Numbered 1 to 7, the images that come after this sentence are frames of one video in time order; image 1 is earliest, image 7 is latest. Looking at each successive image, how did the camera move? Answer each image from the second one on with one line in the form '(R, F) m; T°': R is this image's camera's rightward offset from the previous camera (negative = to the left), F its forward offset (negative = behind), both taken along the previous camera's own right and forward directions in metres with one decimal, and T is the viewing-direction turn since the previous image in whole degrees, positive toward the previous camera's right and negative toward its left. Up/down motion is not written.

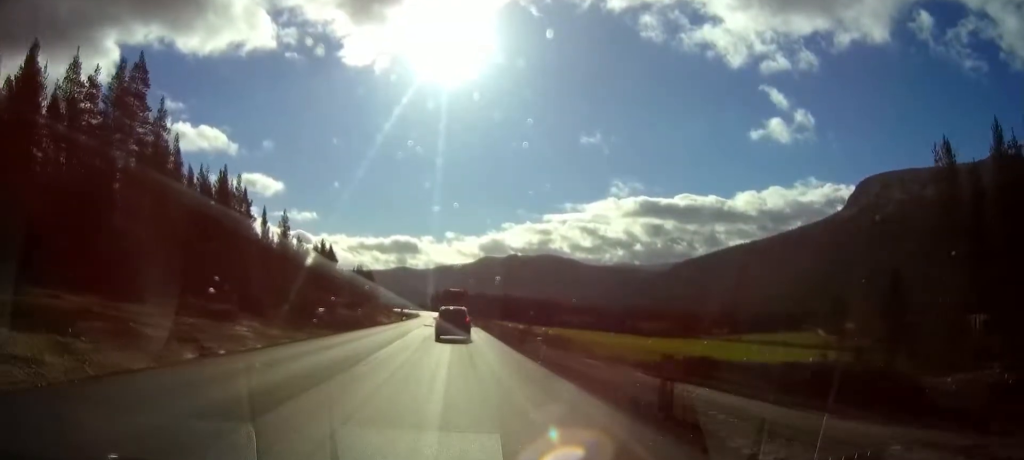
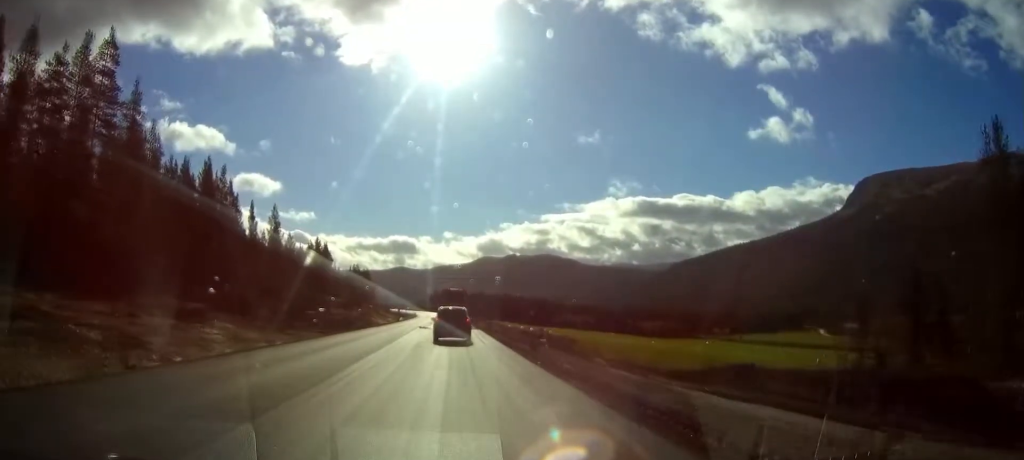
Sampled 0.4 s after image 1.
(0.0, +5.5) m; 0°
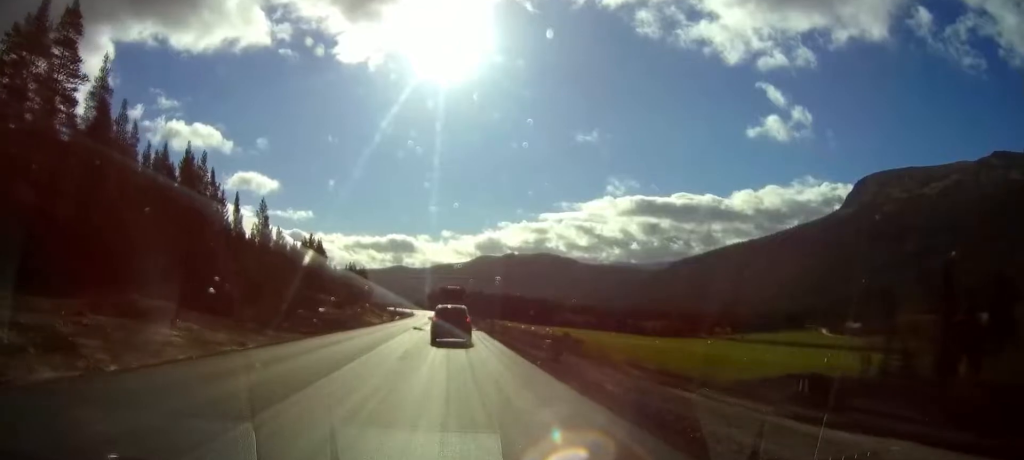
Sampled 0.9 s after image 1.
(0.0, +6.0) m; 0°
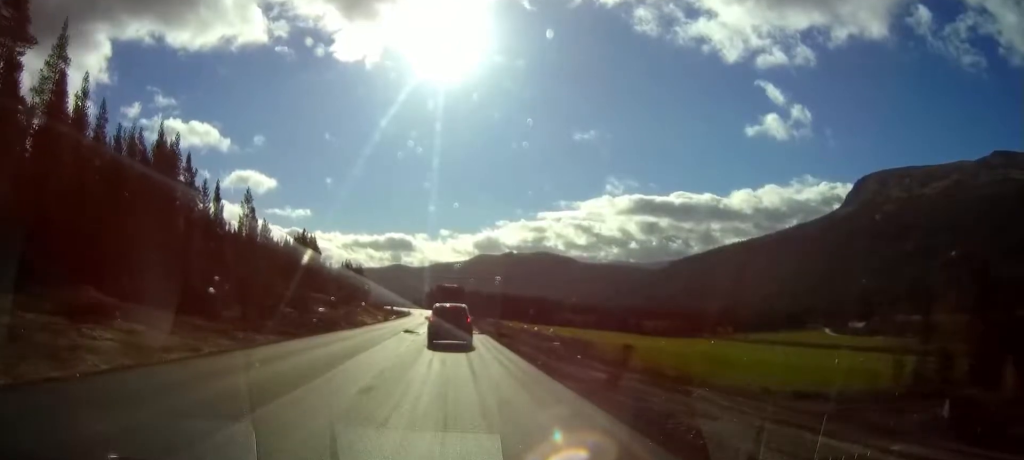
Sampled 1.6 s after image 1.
(0.0, +7.3) m; 0°
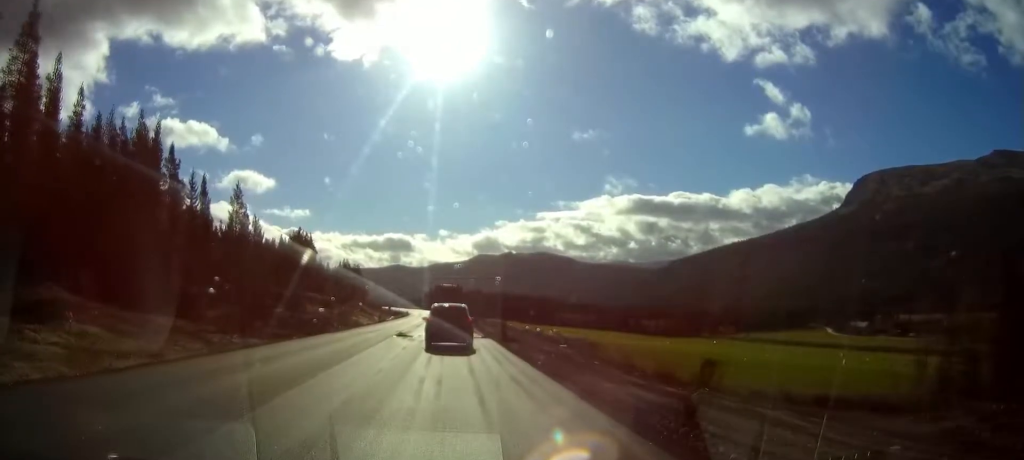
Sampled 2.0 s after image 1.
(0.0, +4.4) m; 0°
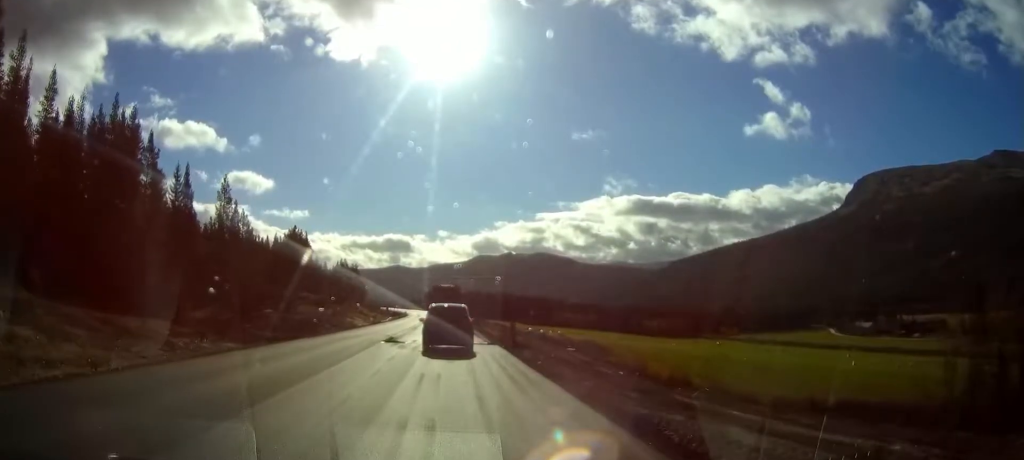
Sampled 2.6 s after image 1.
(0.0, +5.2) m; 0°
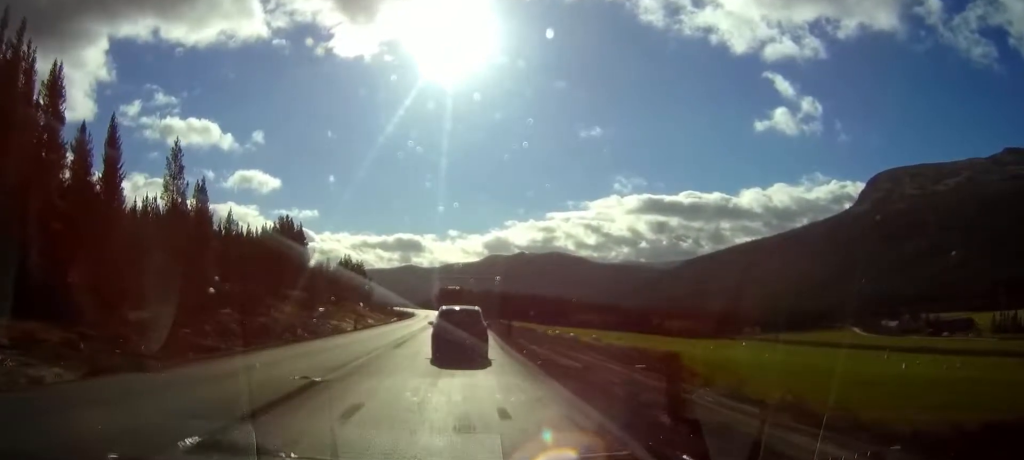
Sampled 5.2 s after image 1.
(-0.4, +20.0) m; -2°
